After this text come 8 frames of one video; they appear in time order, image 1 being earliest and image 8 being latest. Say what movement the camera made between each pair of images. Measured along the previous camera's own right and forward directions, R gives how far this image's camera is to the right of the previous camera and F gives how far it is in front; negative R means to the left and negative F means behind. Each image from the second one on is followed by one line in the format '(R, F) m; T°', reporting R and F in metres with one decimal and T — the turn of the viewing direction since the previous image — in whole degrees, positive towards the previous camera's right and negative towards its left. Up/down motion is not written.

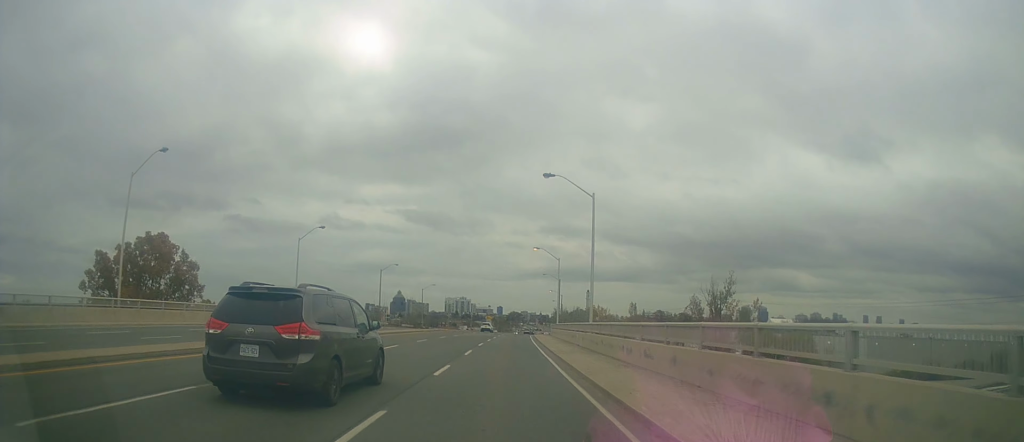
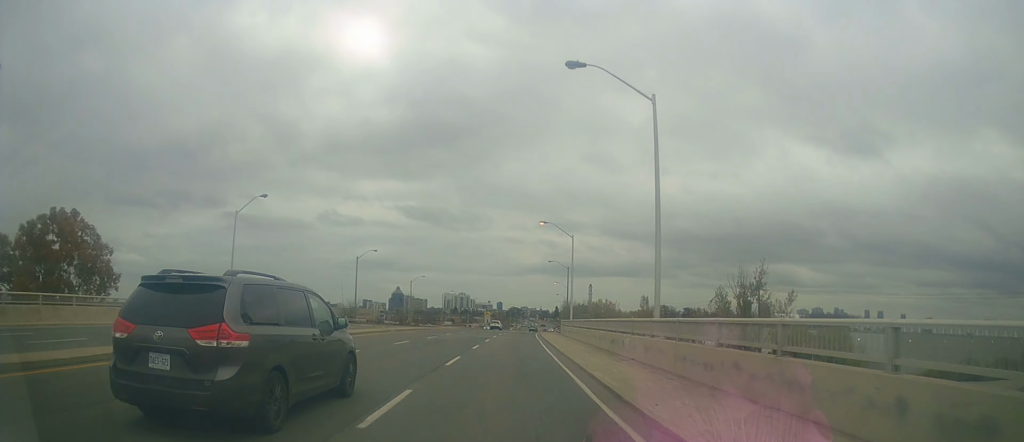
(-0.1, +15.8) m; 0°
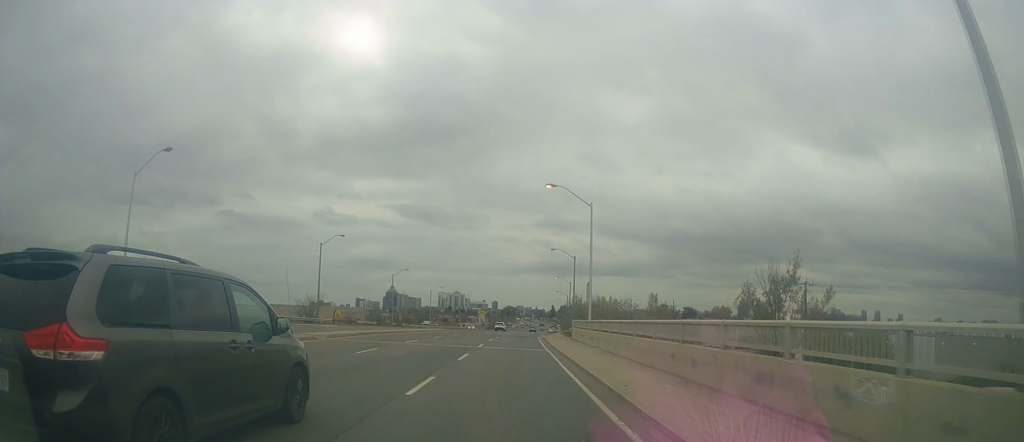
(+0.1, +15.4) m; 0°
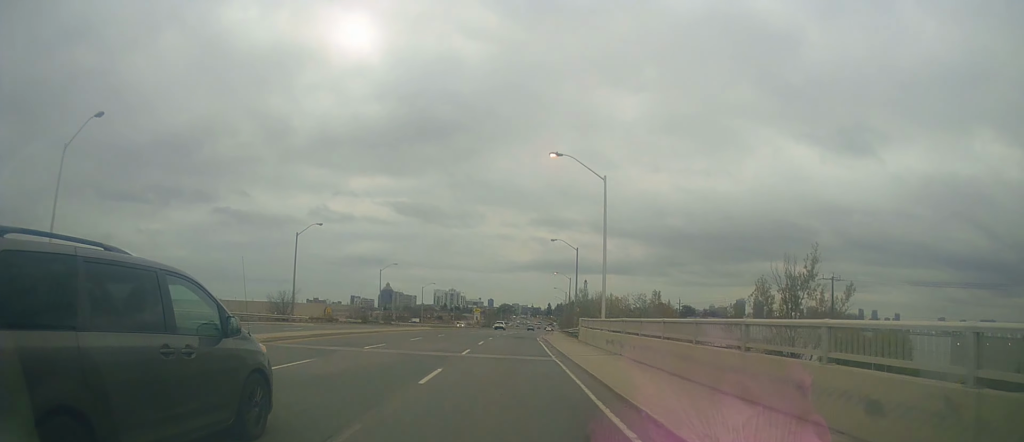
(0.0, +7.4) m; 0°
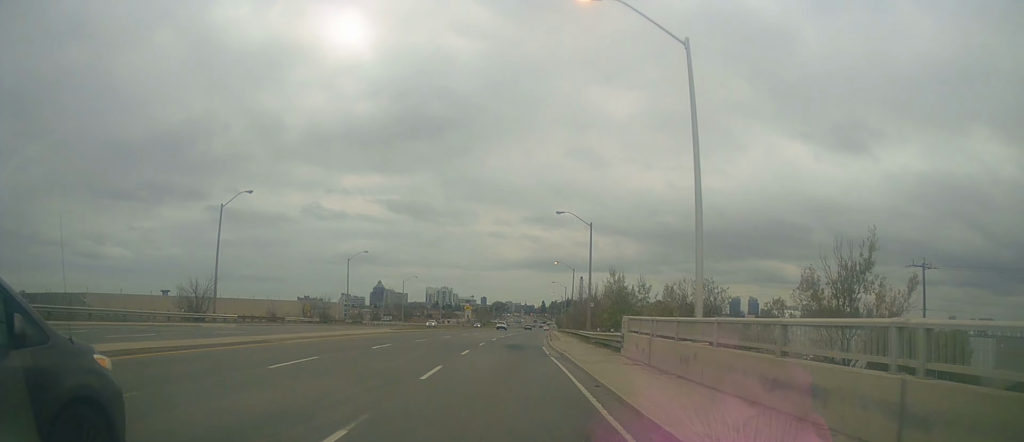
(+0.1, +17.4) m; +1°
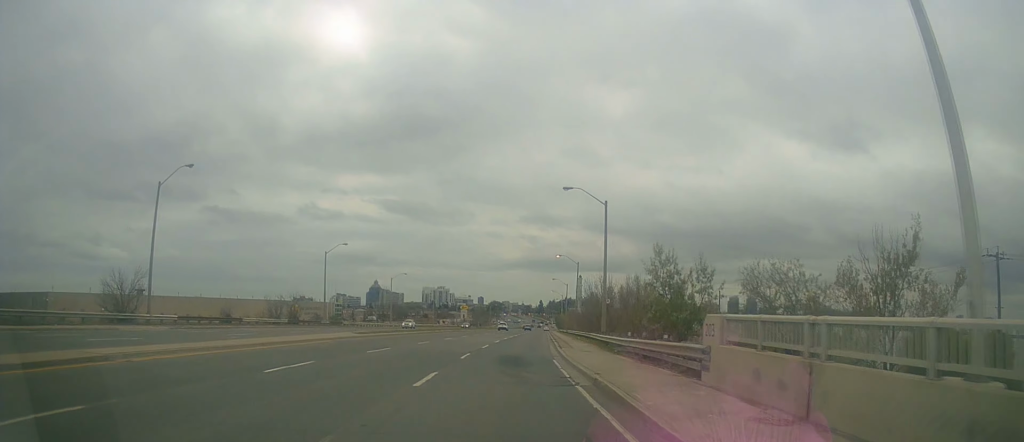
(+0.1, +9.9) m; 0°
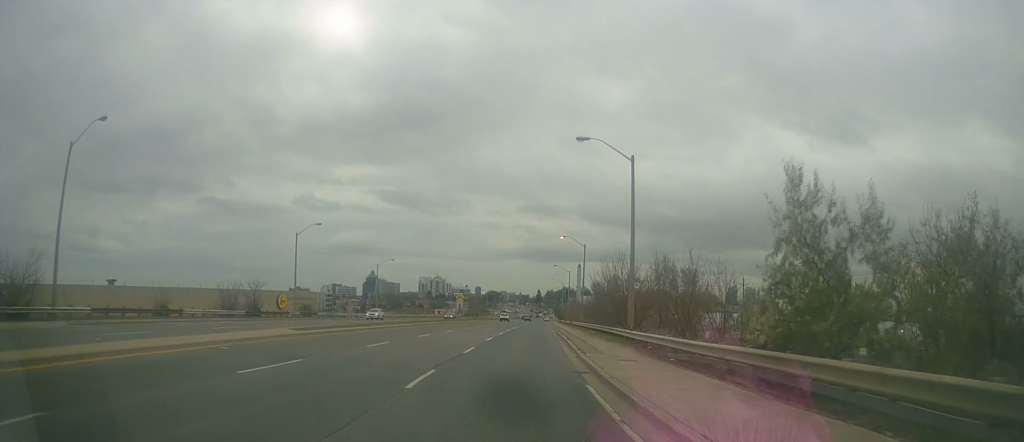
(0.0, +10.3) m; 0°
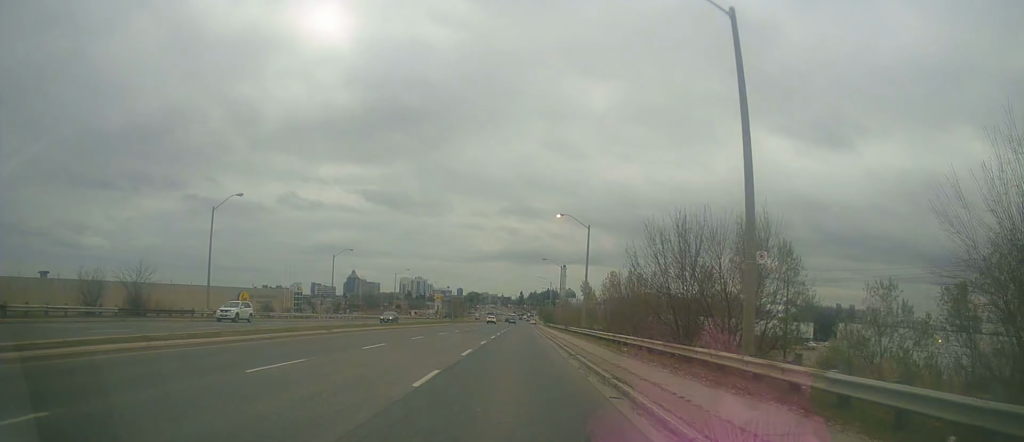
(+0.1, +17.9) m; +1°
